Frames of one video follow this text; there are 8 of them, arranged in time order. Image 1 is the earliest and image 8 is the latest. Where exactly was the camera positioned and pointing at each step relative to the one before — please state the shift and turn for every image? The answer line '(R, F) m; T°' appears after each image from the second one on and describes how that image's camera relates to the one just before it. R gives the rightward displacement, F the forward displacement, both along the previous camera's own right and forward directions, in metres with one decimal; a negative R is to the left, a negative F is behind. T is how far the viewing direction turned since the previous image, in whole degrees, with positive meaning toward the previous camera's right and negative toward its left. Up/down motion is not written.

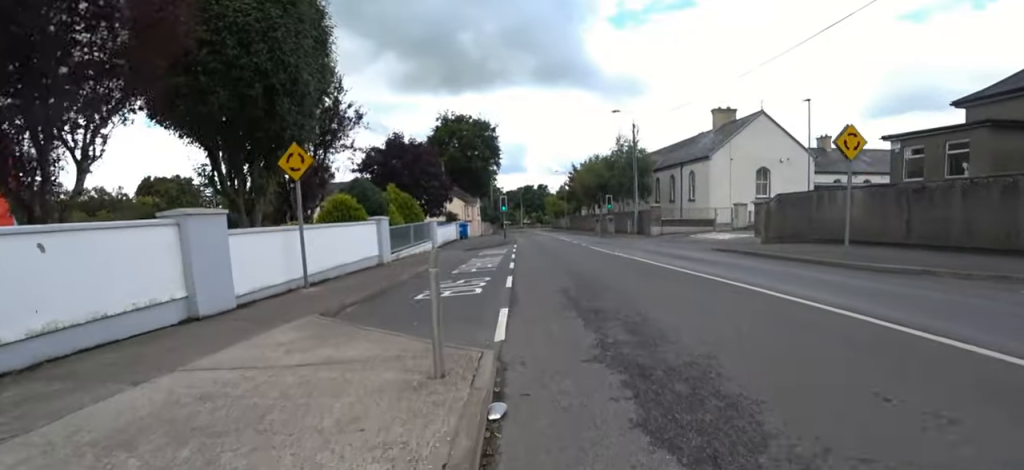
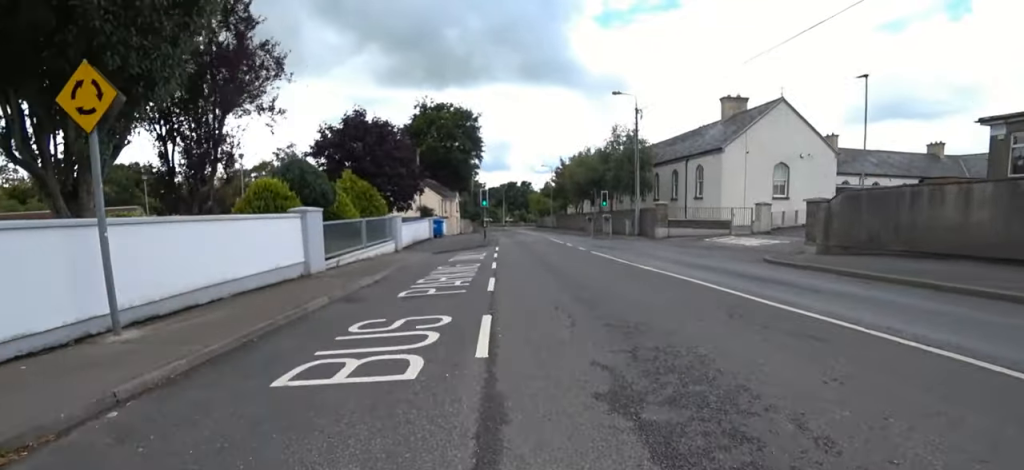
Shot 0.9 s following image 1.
(+0.3, +4.7) m; +2°
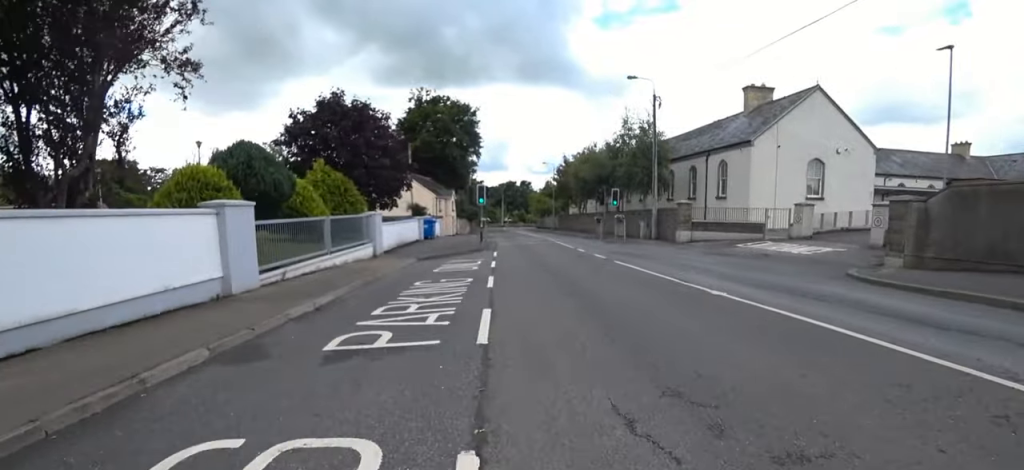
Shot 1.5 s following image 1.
(-0.1, +3.3) m; -1°
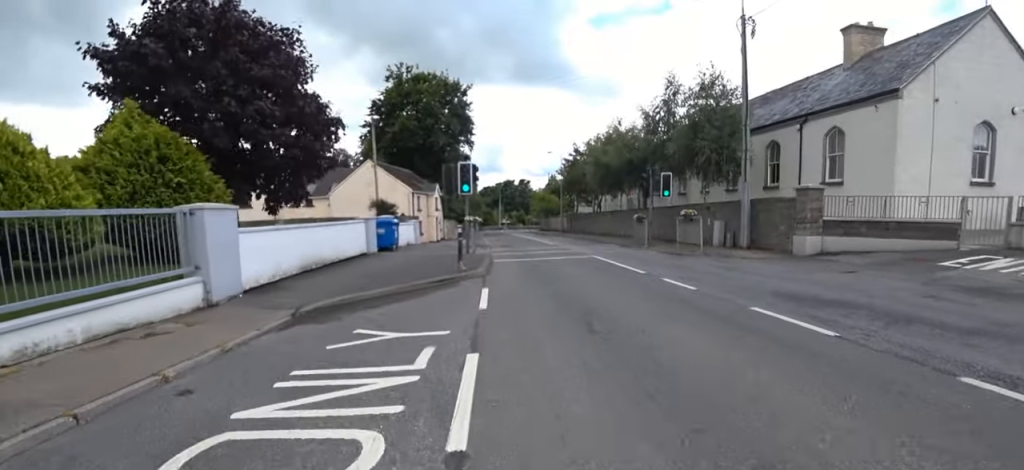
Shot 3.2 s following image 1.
(+0.1, +9.7) m; -2°
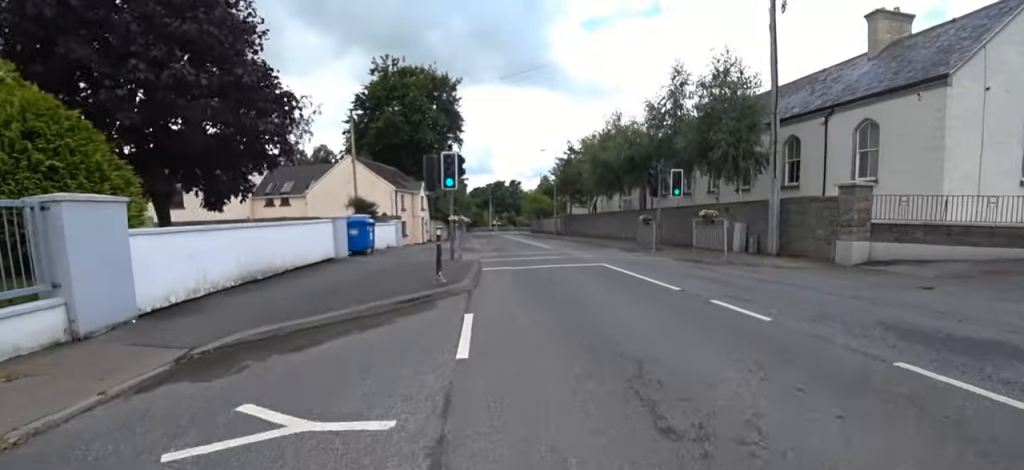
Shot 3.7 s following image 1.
(+0.2, +2.4) m; -3°
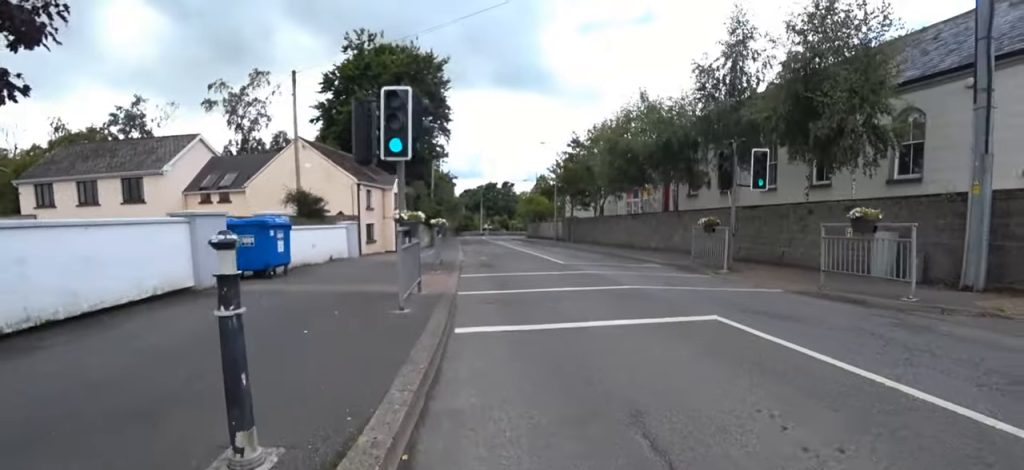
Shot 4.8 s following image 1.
(-0.7, +6.8) m; 0°
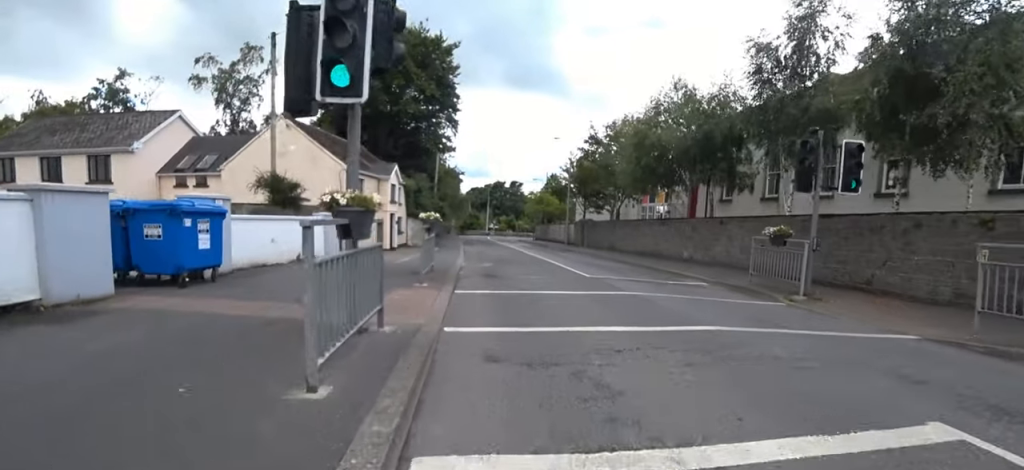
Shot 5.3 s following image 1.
(+0.4, +3.1) m; 0°
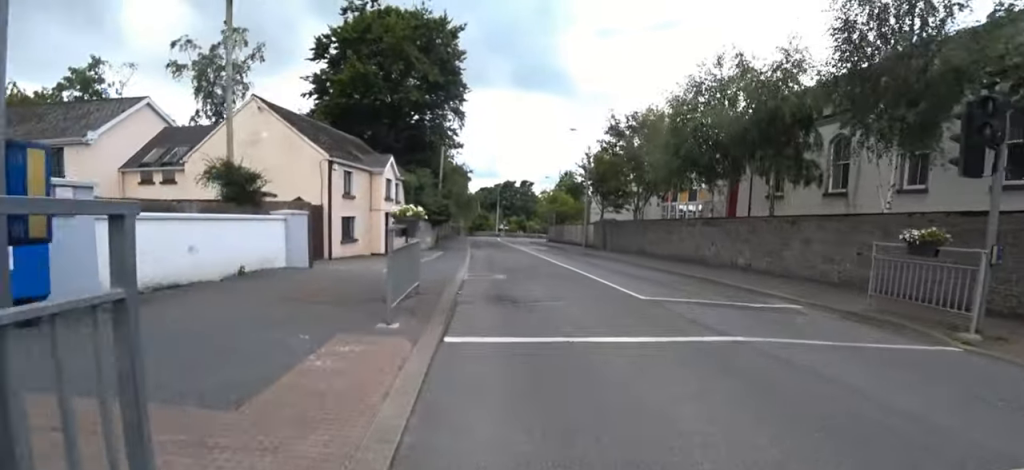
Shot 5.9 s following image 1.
(+0.2, +3.6) m; 0°
